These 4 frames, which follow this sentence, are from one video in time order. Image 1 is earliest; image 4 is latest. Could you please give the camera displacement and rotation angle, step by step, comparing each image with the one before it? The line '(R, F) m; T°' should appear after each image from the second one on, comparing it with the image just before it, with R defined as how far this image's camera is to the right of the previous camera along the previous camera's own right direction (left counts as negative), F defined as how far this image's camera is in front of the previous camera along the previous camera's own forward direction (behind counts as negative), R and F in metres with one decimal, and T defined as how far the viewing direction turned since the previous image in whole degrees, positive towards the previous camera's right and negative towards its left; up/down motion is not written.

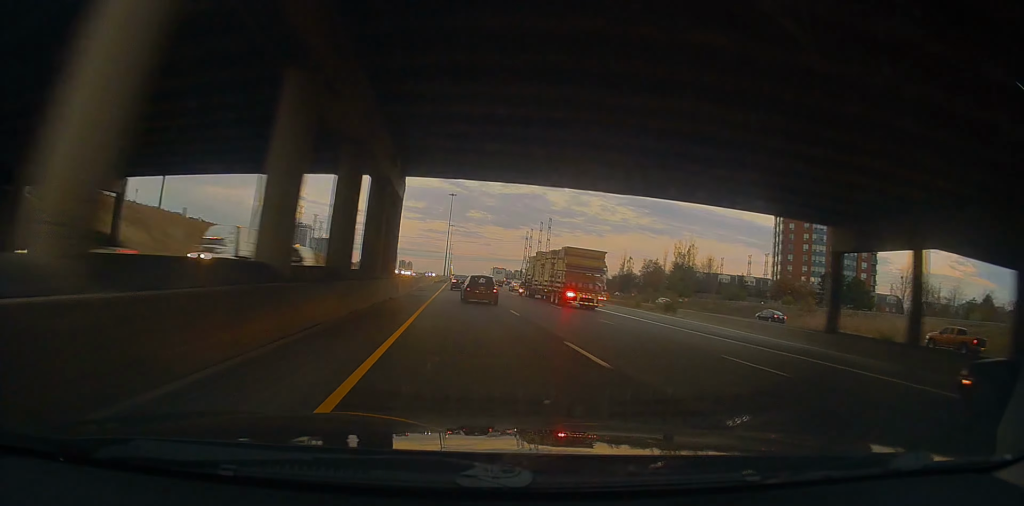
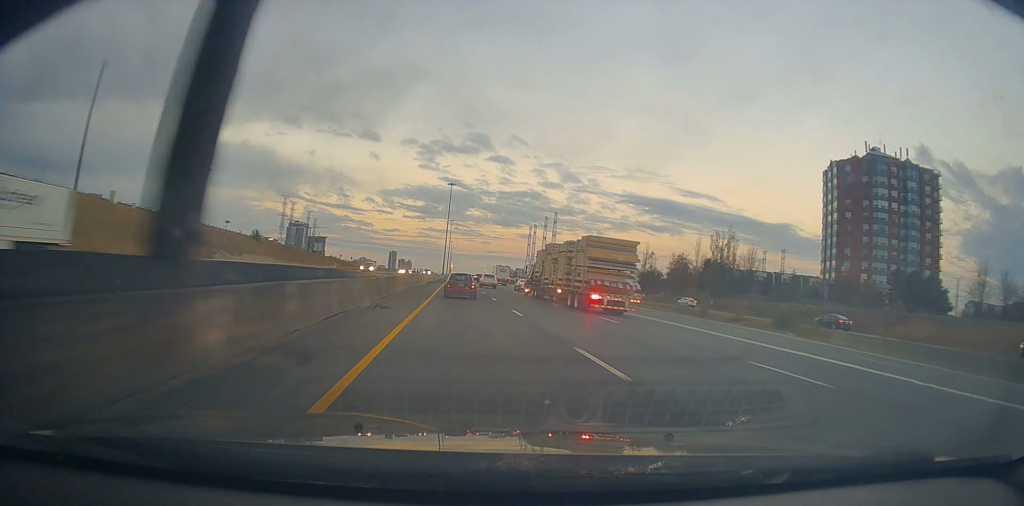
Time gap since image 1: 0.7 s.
(0.0, +24.7) m; 0°
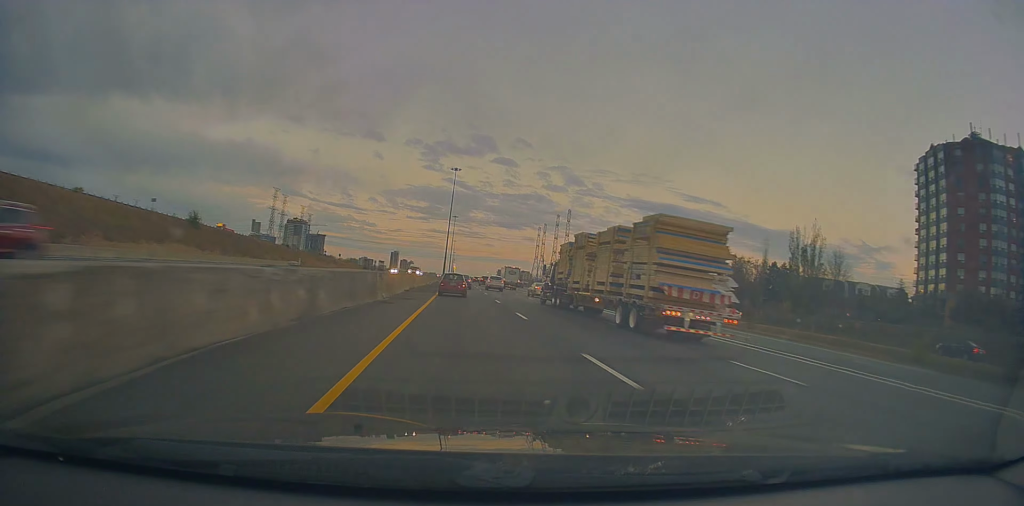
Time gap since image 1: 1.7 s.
(+0.3, +35.0) m; 0°
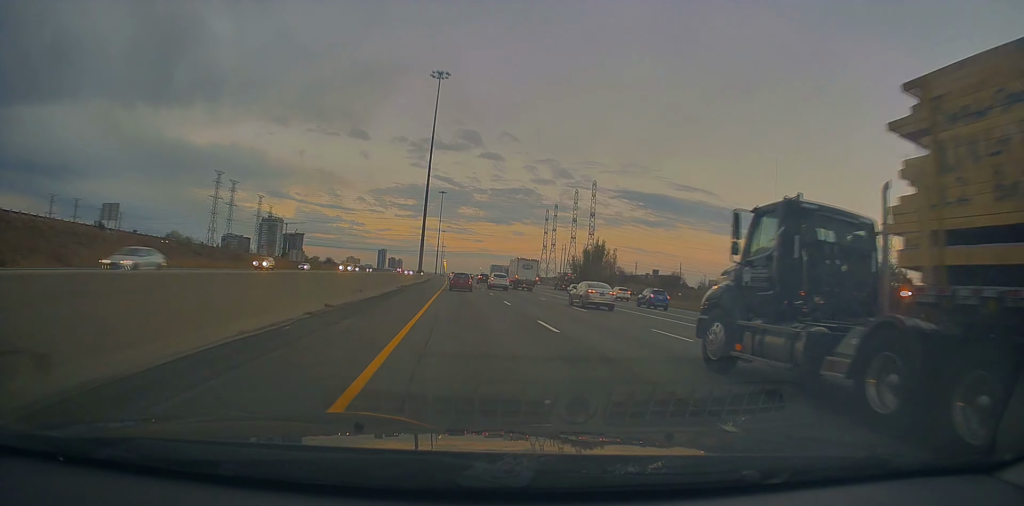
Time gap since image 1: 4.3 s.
(-0.2, +90.0) m; 0°
